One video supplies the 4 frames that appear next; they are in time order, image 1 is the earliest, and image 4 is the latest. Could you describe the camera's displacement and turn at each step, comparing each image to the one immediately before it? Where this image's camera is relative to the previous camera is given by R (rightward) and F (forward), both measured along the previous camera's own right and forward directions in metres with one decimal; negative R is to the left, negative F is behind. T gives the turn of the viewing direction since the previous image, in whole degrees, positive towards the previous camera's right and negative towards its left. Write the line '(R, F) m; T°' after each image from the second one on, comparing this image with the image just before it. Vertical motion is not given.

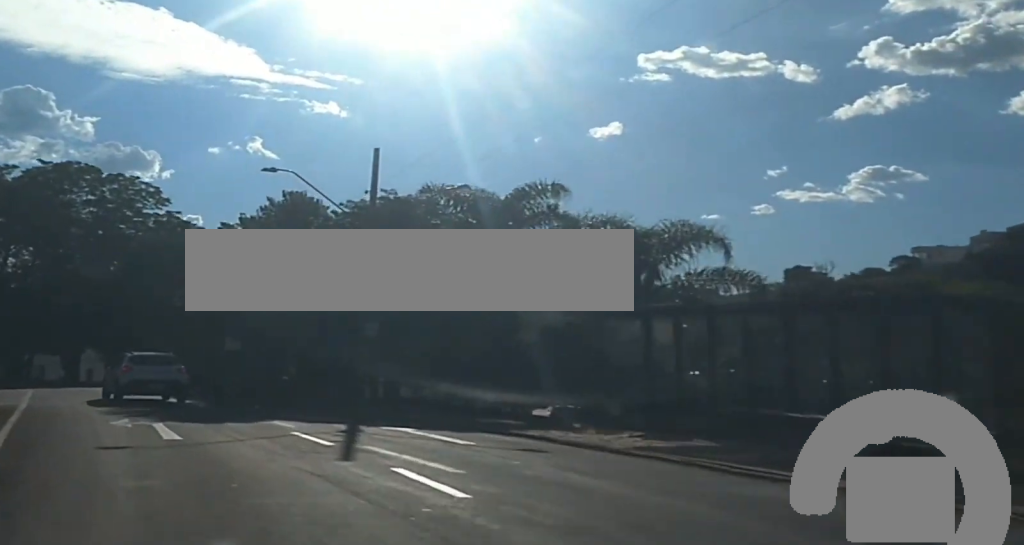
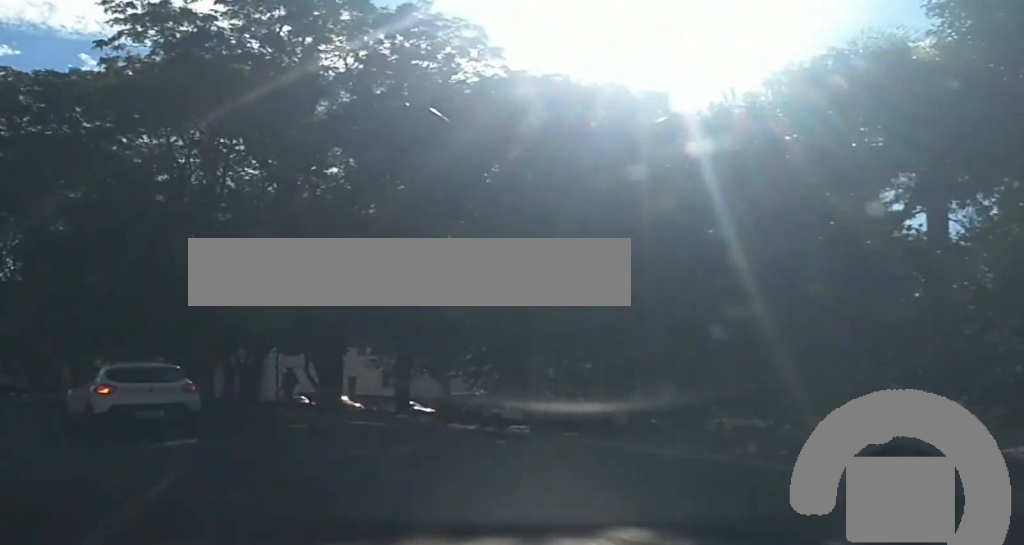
(-7.3, +35.7) m; -15°
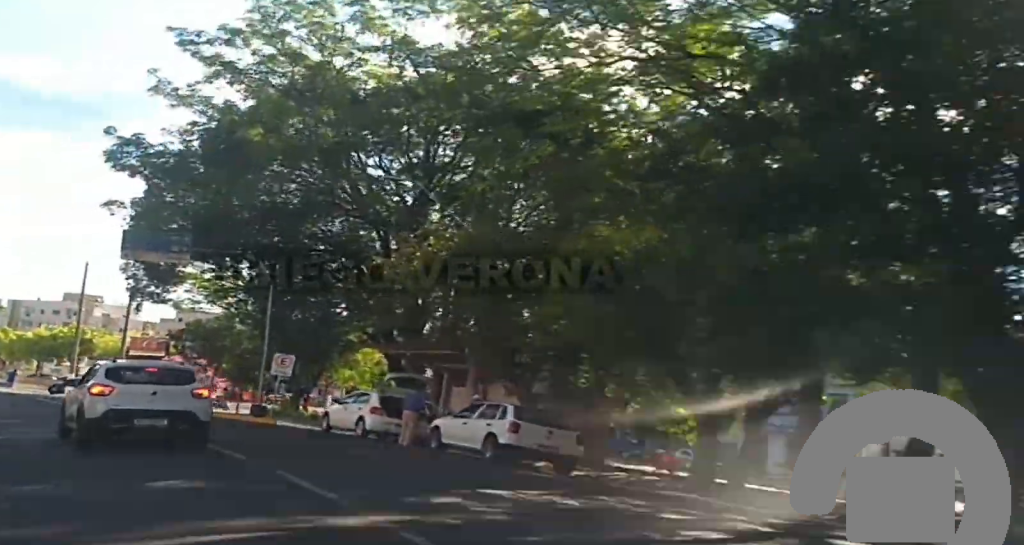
(-0.1, +26.6) m; -7°
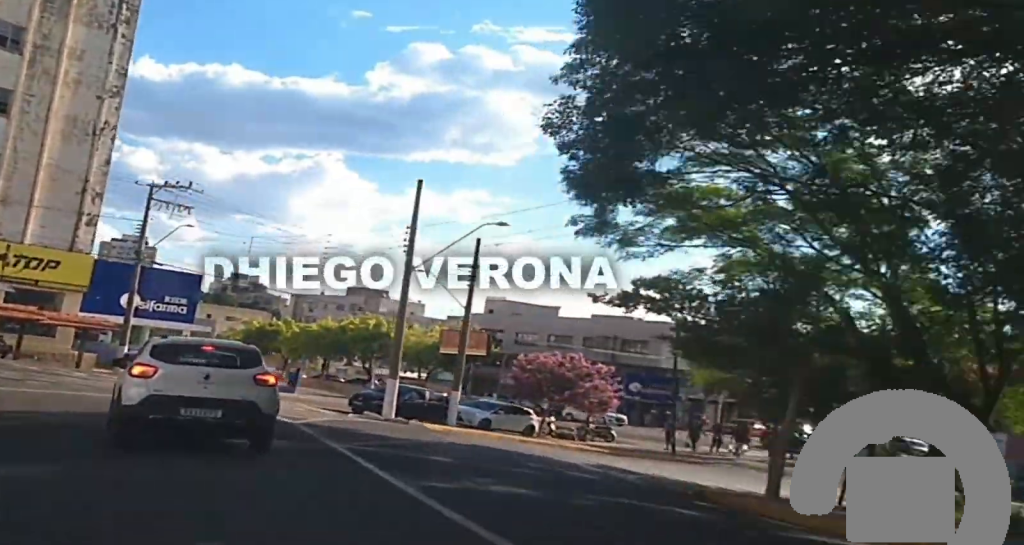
(-5.5, +19.6) m; -23°
